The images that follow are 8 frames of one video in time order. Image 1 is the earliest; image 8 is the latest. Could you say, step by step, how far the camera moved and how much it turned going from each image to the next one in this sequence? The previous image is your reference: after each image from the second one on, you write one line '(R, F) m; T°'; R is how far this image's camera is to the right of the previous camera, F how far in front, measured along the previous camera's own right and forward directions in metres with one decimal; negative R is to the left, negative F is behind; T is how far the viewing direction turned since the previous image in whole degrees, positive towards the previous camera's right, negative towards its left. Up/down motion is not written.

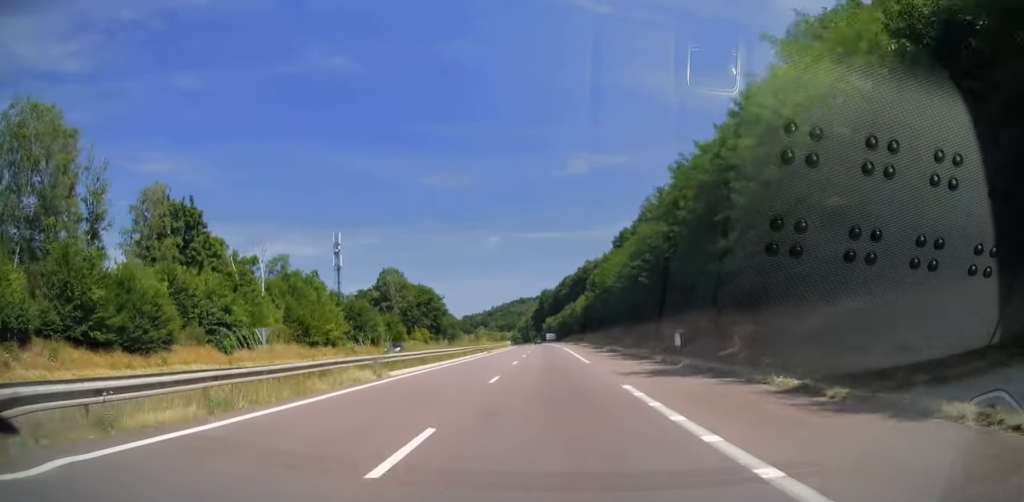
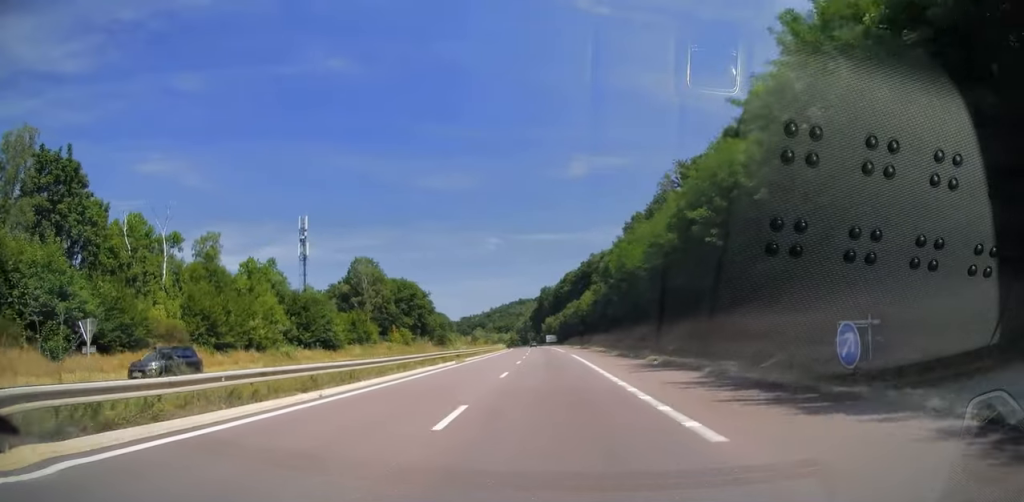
(-0.3, +21.6) m; -1°
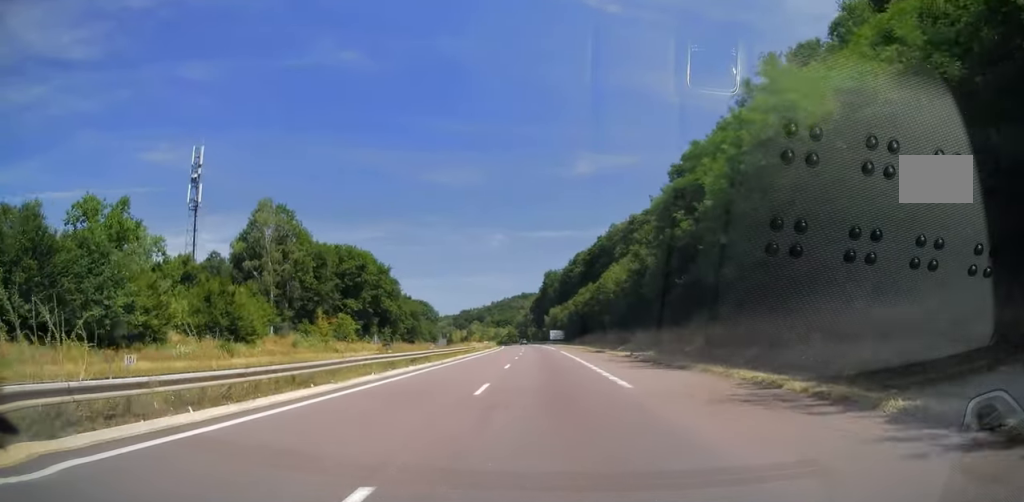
(-0.1, +44.8) m; 0°
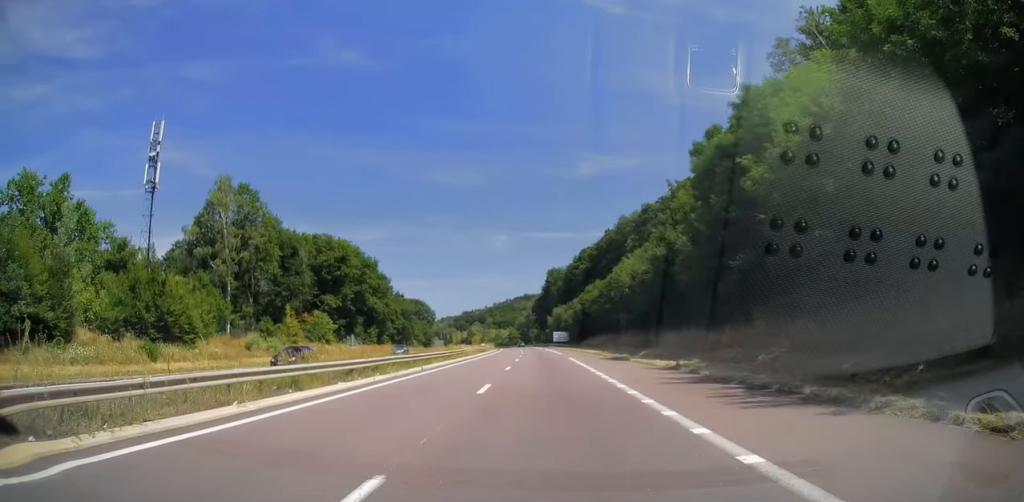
(0.0, +11.8) m; 0°
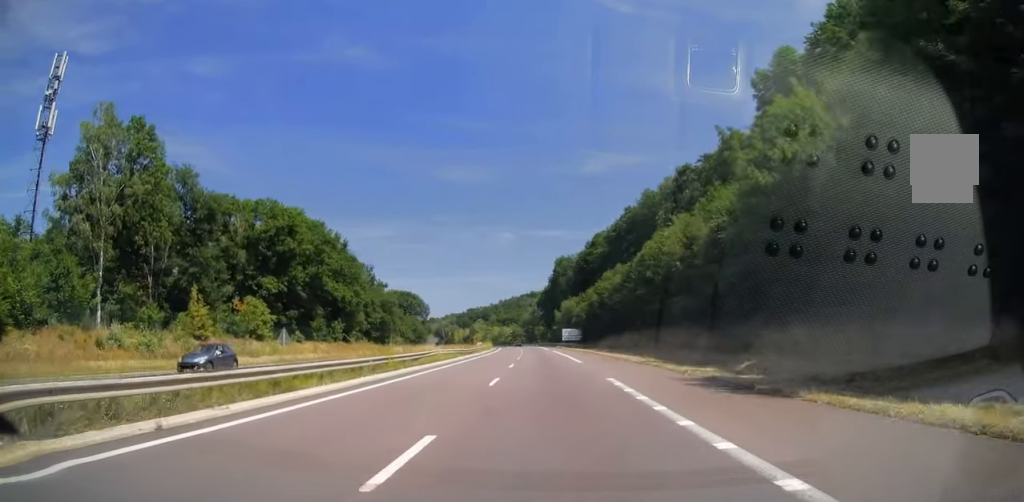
(0.0, +22.7) m; 0°
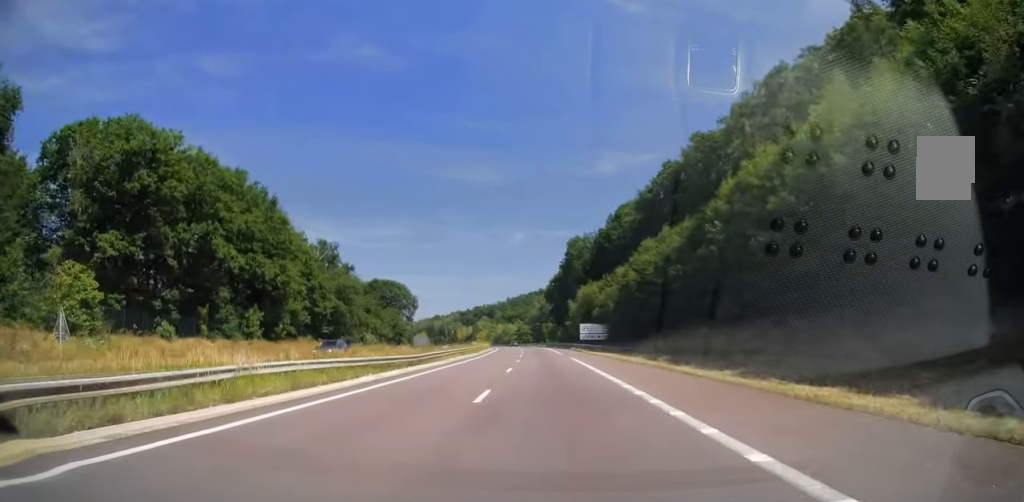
(-0.2, +29.7) m; -1°
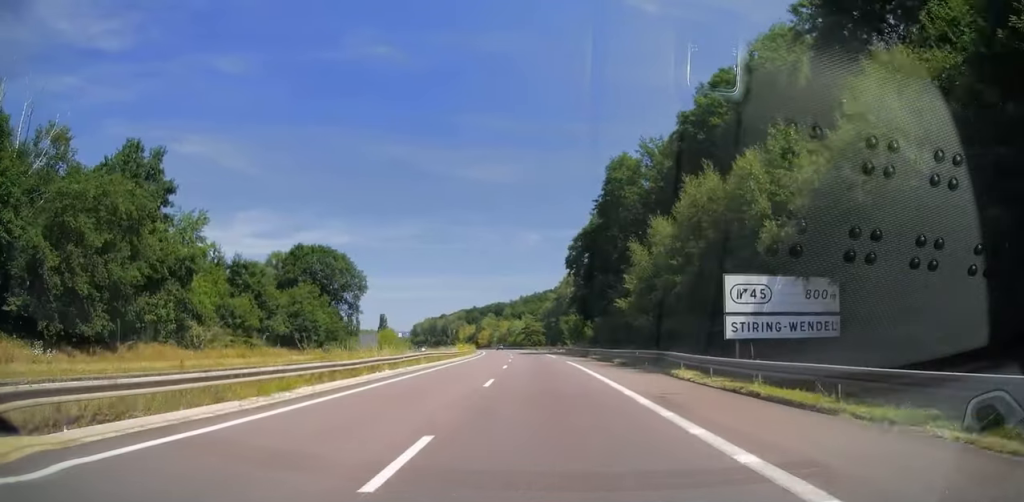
(-0.7, +57.5) m; -1°
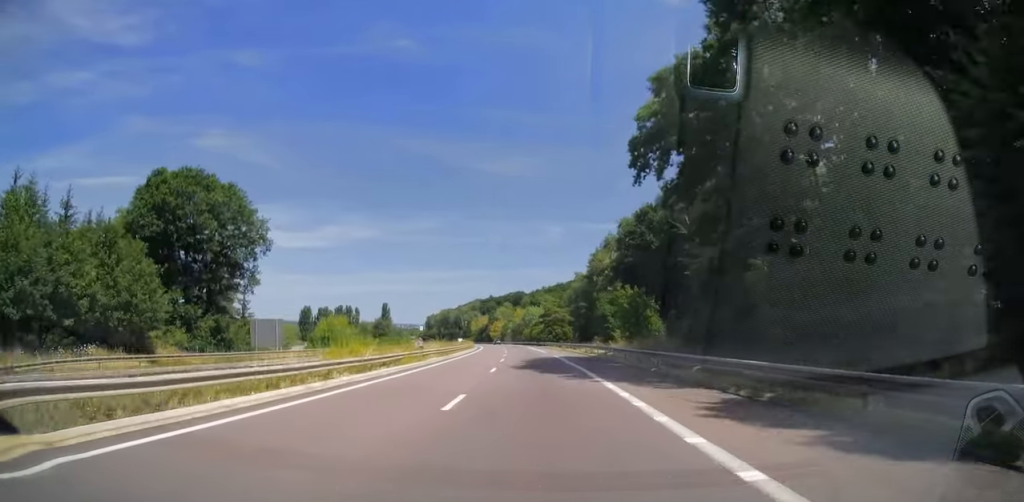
(-0.4, +45.1) m; -1°
